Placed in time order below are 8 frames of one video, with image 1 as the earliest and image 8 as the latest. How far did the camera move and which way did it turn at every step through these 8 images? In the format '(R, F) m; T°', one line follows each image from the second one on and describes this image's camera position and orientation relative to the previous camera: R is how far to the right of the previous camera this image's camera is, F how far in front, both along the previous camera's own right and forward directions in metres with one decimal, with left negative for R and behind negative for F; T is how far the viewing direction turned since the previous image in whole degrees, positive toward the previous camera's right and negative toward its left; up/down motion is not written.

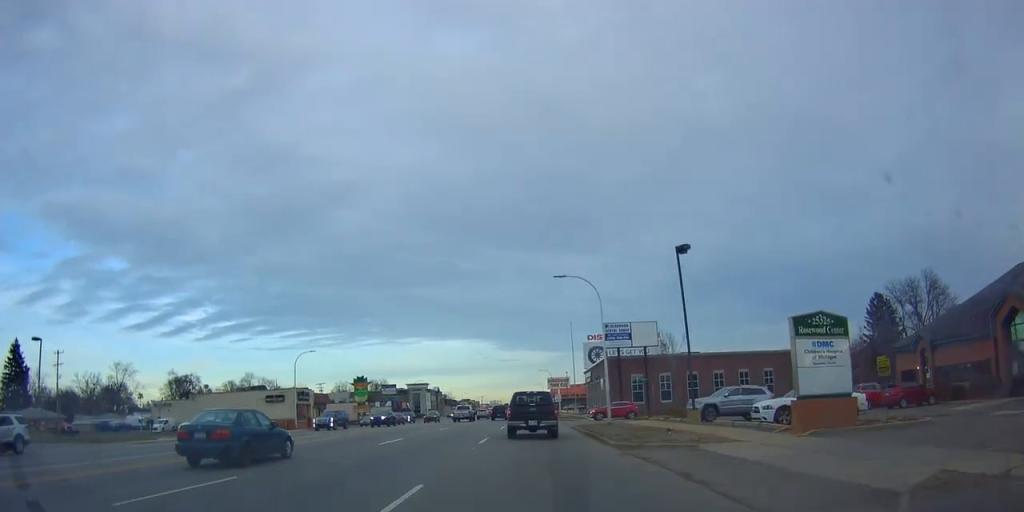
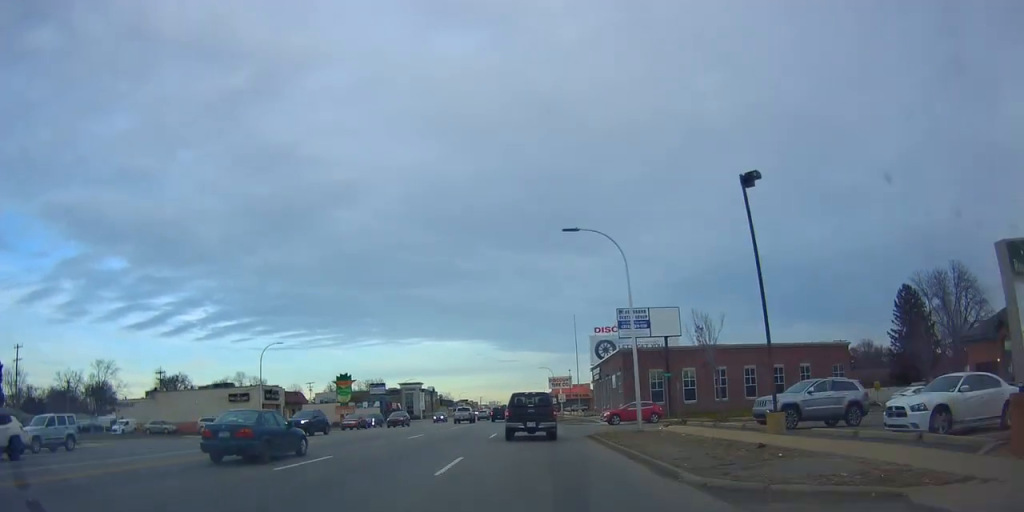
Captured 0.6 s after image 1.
(-0.2, +9.1) m; 0°
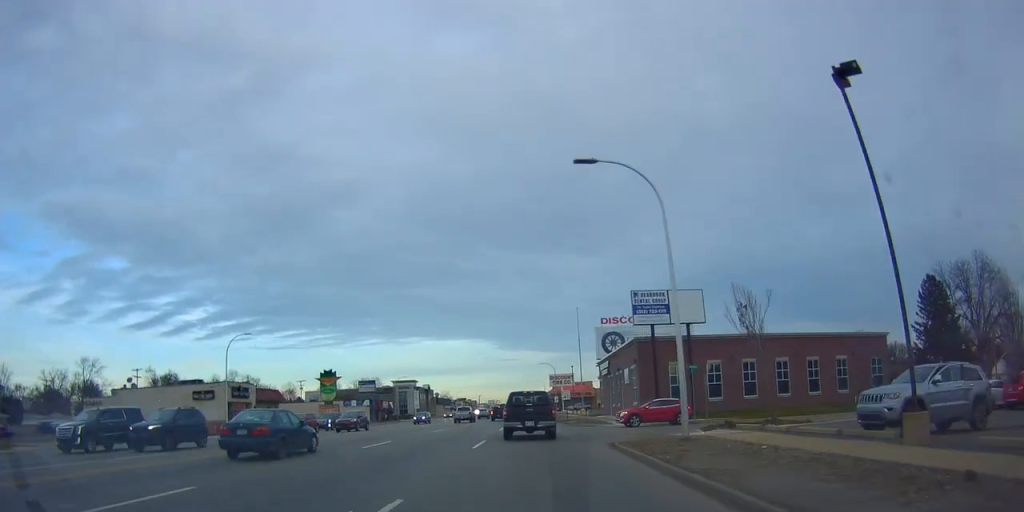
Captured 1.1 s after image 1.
(-0.3, +7.3) m; 0°
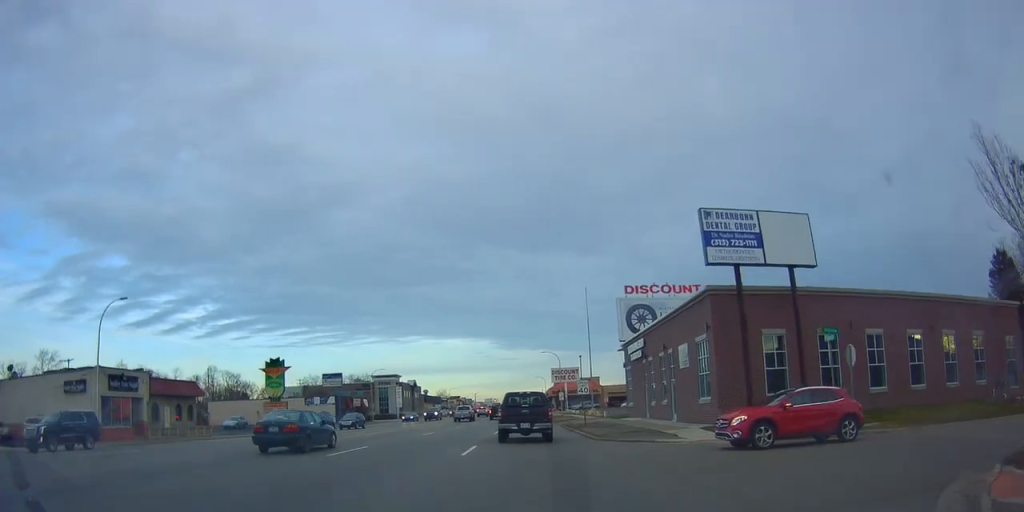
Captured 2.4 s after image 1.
(+0.4, +18.7) m; 0°
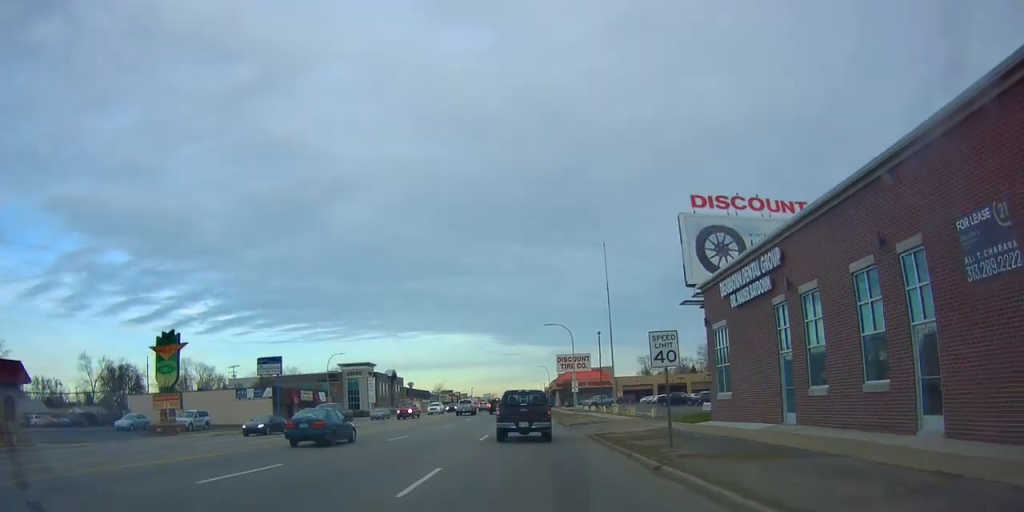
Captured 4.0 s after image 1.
(-0.6, +23.2) m; 0°
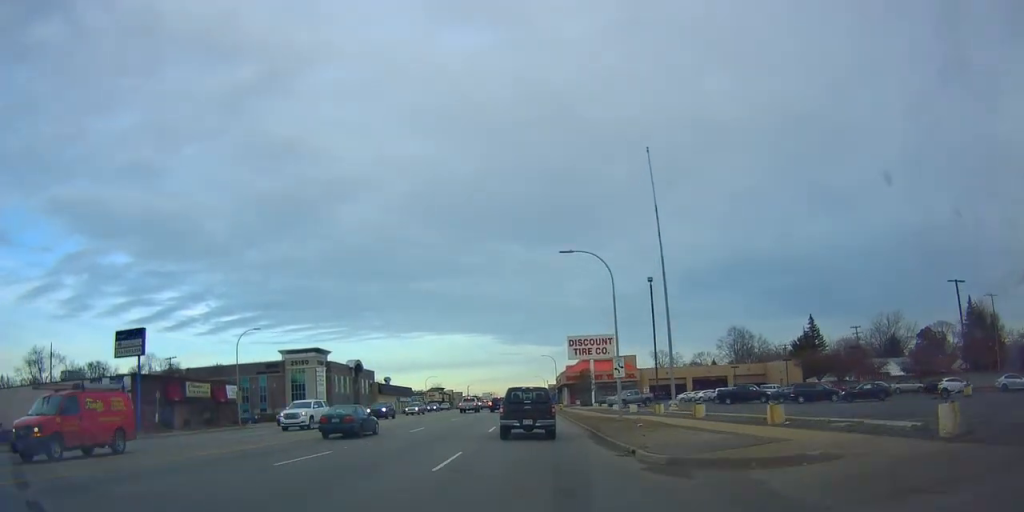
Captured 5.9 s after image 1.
(+0.9, +27.9) m; +2°
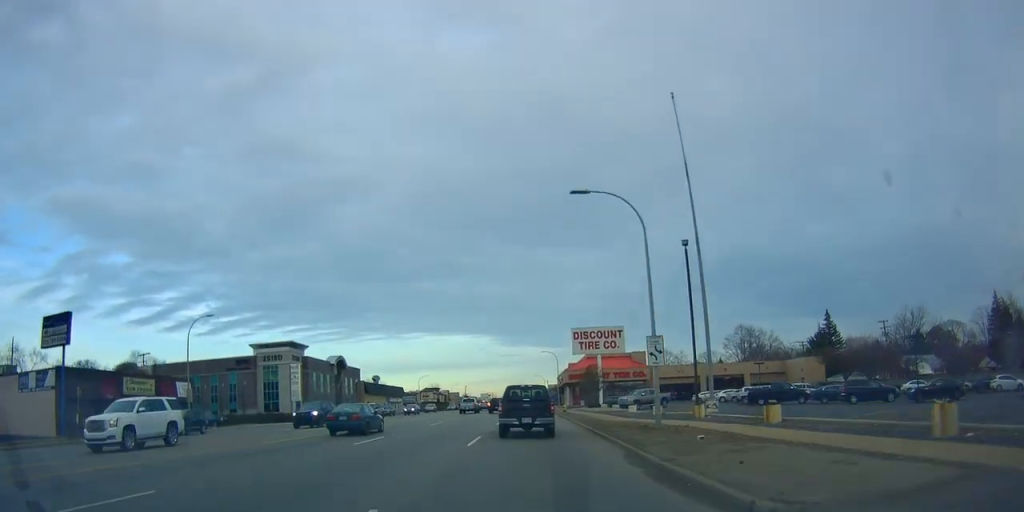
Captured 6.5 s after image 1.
(0.0, +9.2) m; -1°
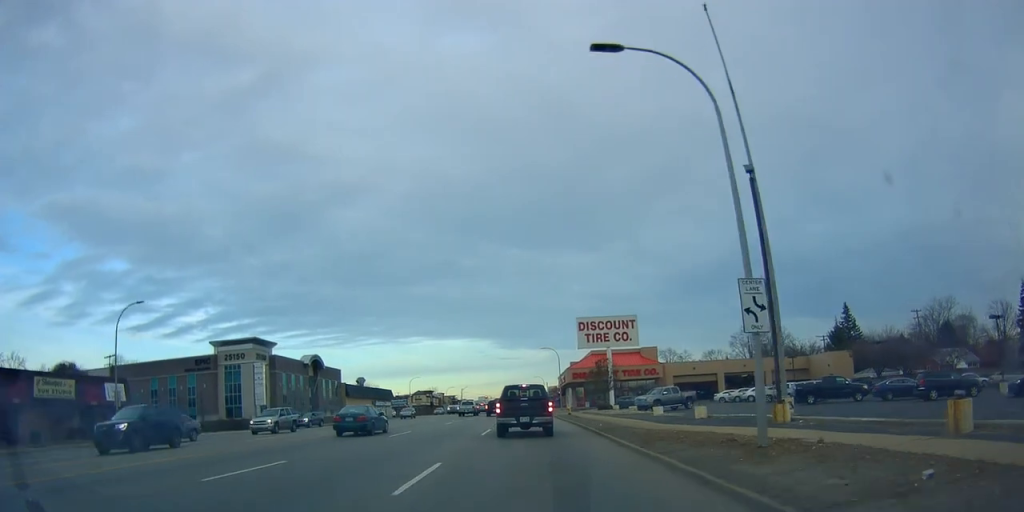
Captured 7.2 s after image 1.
(+0.1, +10.0) m; -1°
